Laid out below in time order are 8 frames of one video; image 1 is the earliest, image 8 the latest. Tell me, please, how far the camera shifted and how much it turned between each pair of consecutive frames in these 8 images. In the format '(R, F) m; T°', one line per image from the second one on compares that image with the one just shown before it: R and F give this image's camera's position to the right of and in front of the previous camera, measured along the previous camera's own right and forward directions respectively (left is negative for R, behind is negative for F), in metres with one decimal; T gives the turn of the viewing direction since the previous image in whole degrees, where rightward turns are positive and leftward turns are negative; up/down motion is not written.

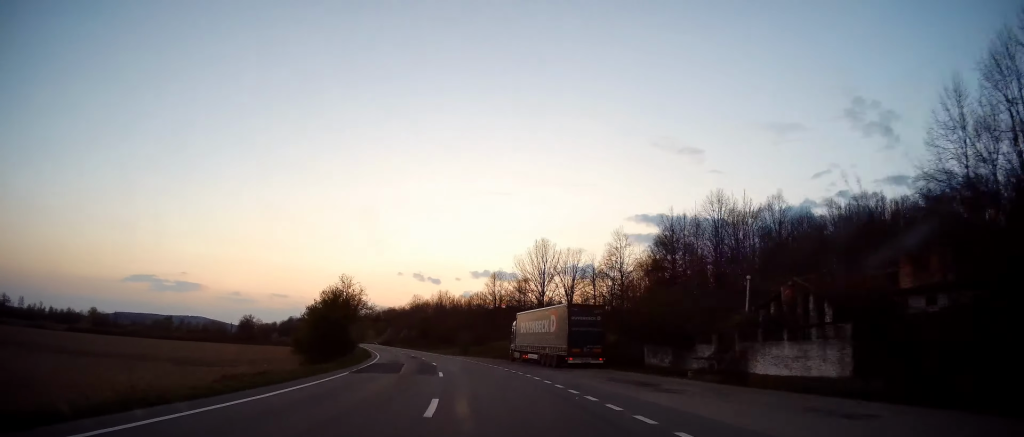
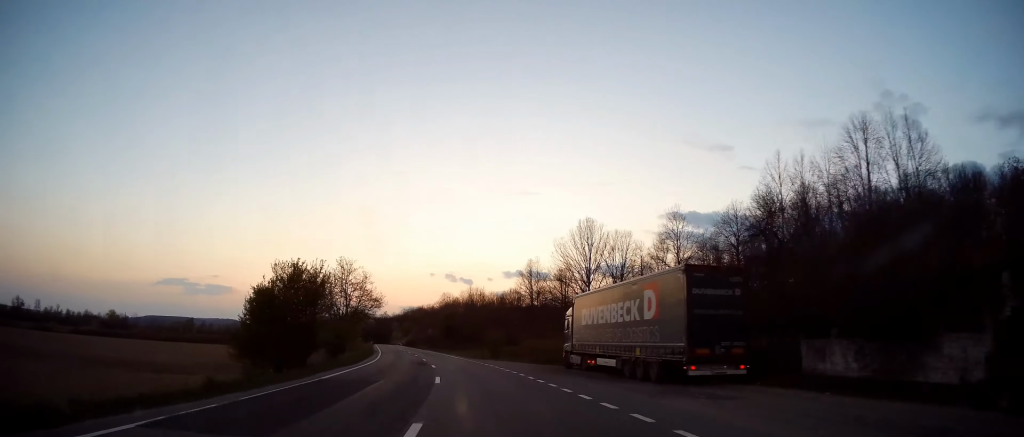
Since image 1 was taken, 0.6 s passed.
(-0.5, +16.0) m; -3°
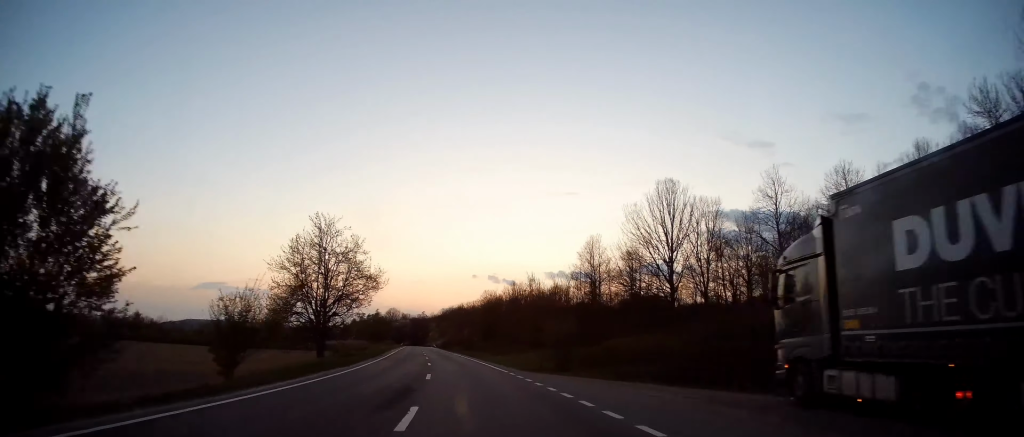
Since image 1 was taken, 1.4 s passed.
(-0.6, +21.4) m; -4°
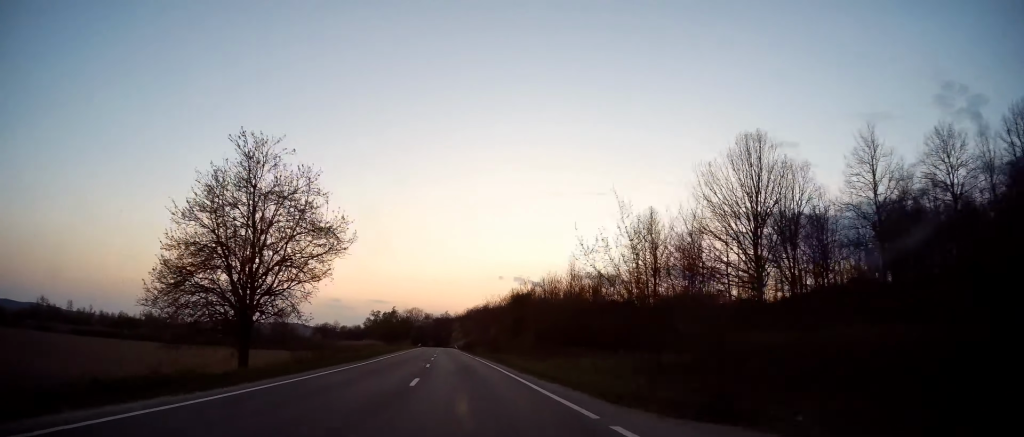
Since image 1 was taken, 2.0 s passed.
(-0.5, +16.1) m; -3°
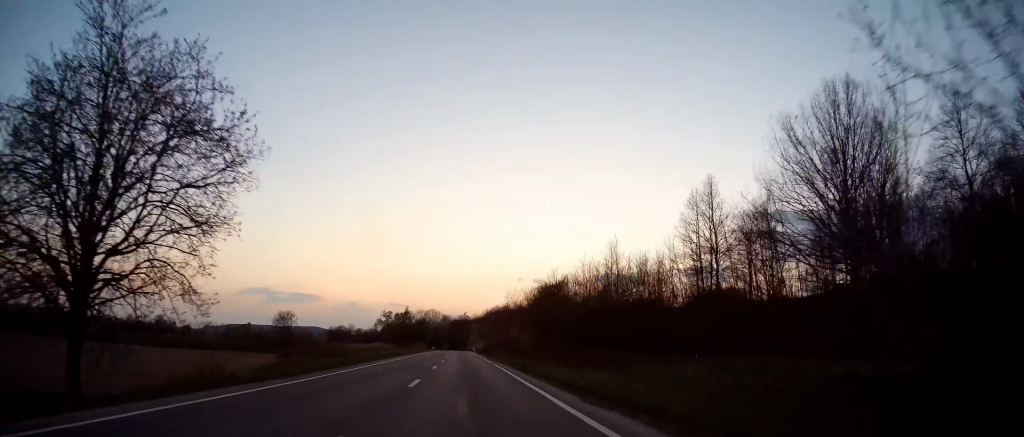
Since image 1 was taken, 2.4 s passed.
(-0.4, +11.6) m; -2°
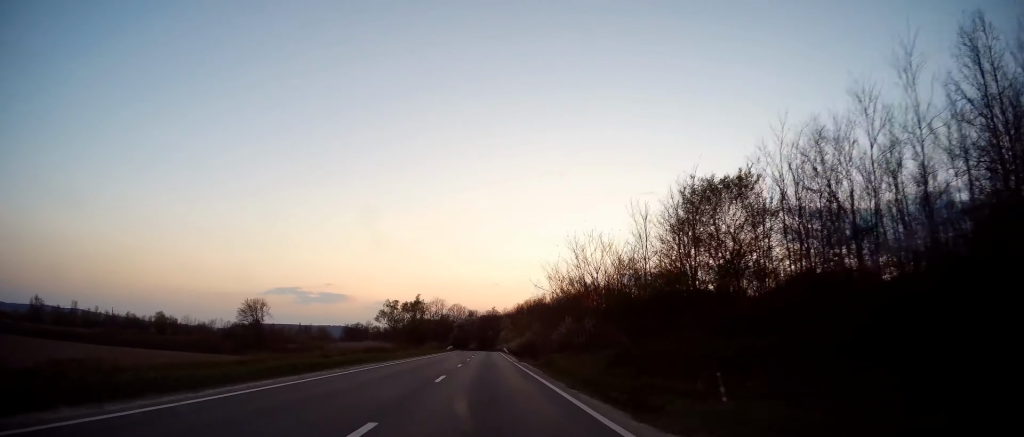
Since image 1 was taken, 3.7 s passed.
(-1.1, +34.1) m; -3°
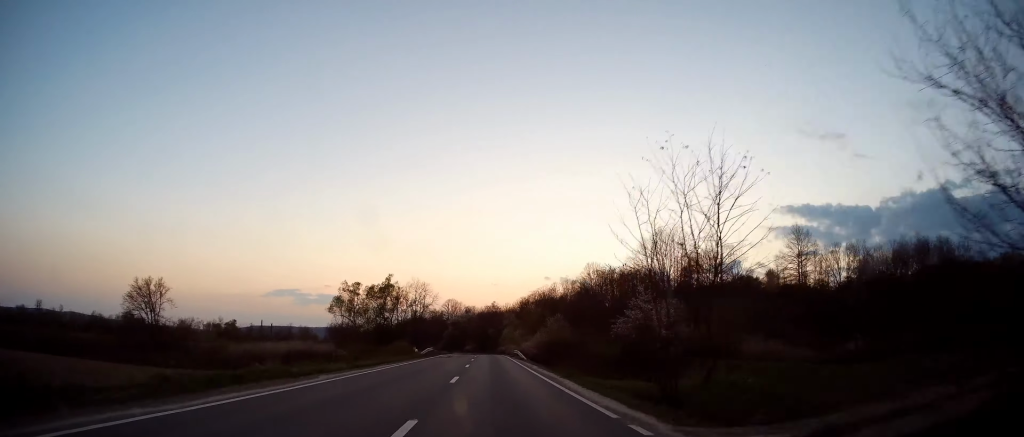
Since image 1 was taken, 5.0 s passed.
(-1.1, +35.0) m; -2°
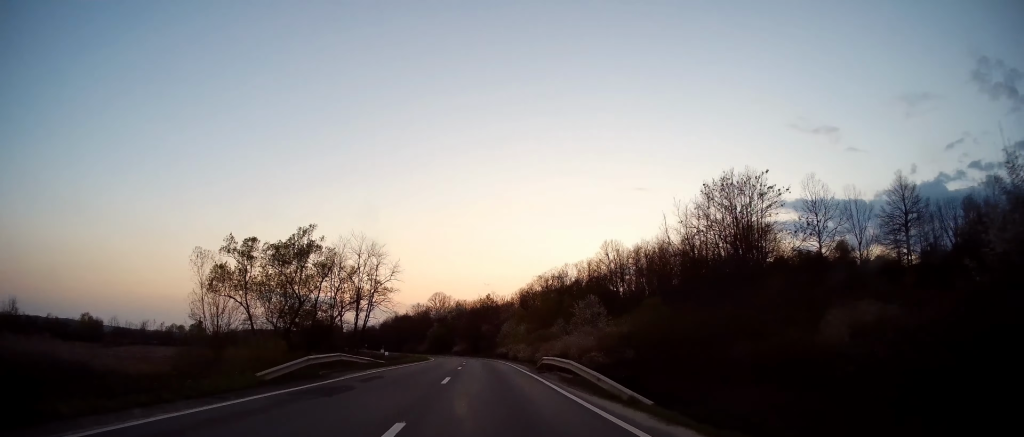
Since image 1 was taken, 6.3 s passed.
(0.0, +35.8) m; +1°
